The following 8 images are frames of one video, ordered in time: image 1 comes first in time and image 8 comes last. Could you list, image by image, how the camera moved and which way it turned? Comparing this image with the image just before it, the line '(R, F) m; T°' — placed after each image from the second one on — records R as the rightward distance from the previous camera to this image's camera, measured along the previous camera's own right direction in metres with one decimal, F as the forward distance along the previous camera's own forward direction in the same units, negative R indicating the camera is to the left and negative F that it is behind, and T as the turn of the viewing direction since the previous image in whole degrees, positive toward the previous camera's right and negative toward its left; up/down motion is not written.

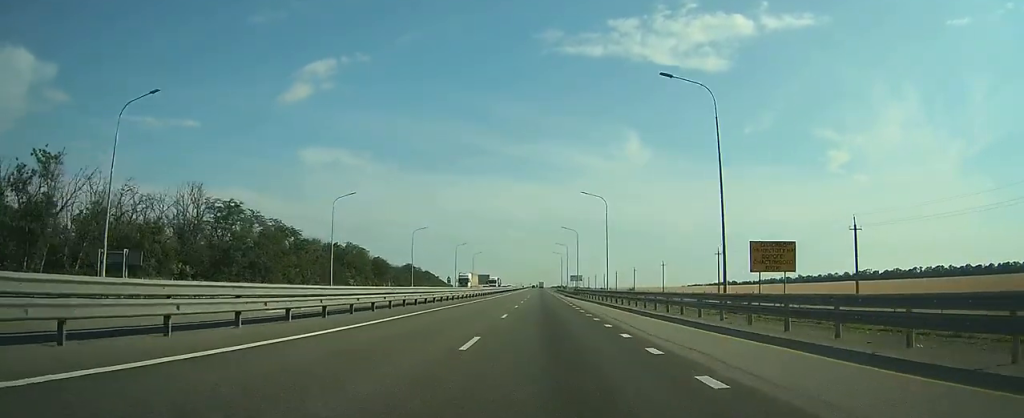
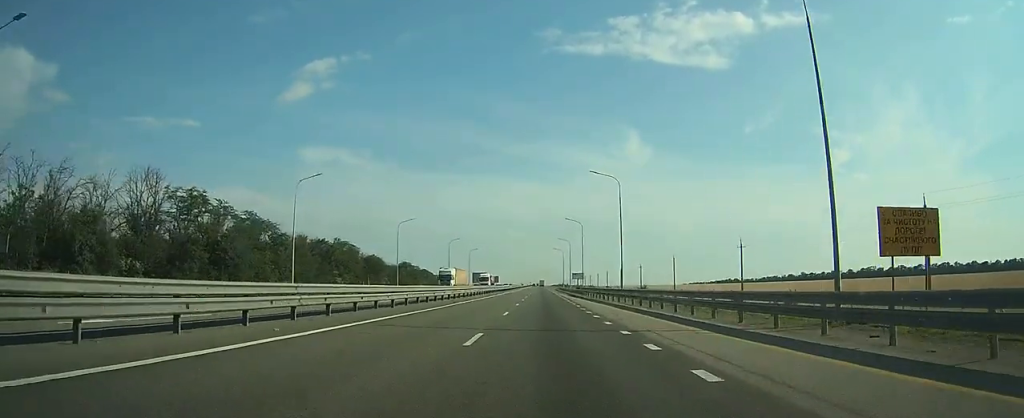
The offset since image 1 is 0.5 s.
(0.0, +11.7) m; 0°
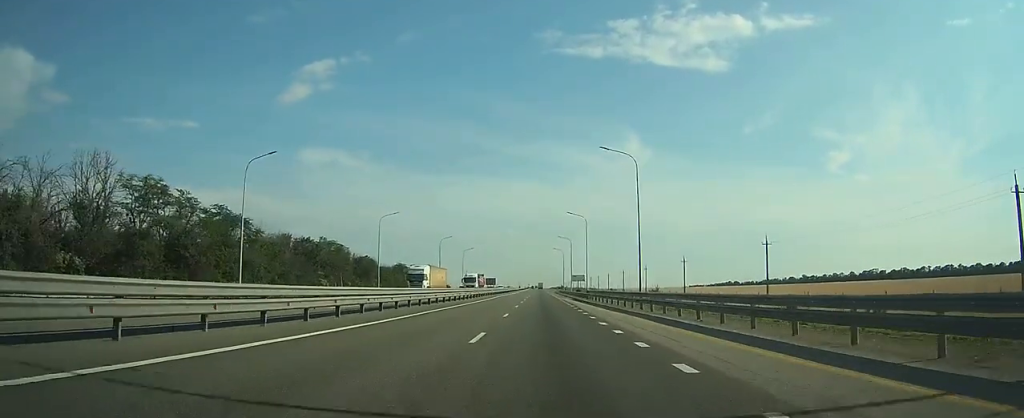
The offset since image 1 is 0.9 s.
(0.0, +10.9) m; 0°
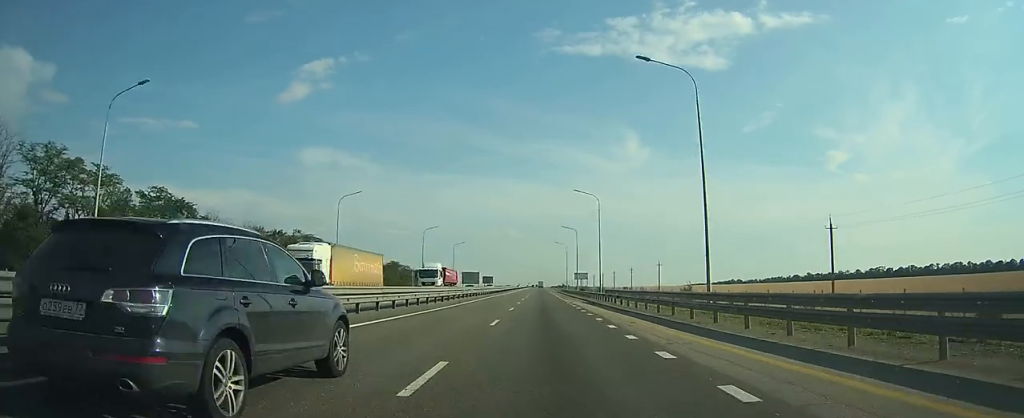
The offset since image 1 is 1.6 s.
(0.0, +18.6) m; 0°
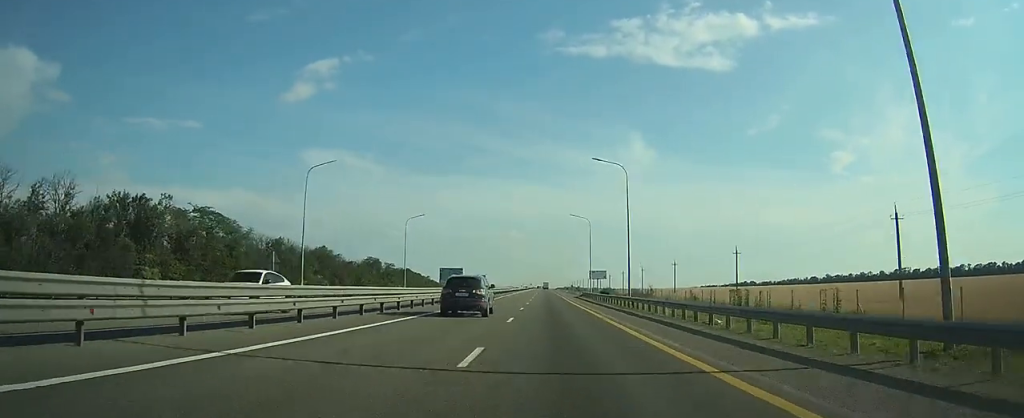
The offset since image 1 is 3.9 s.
(-0.1, +57.7) m; 0°
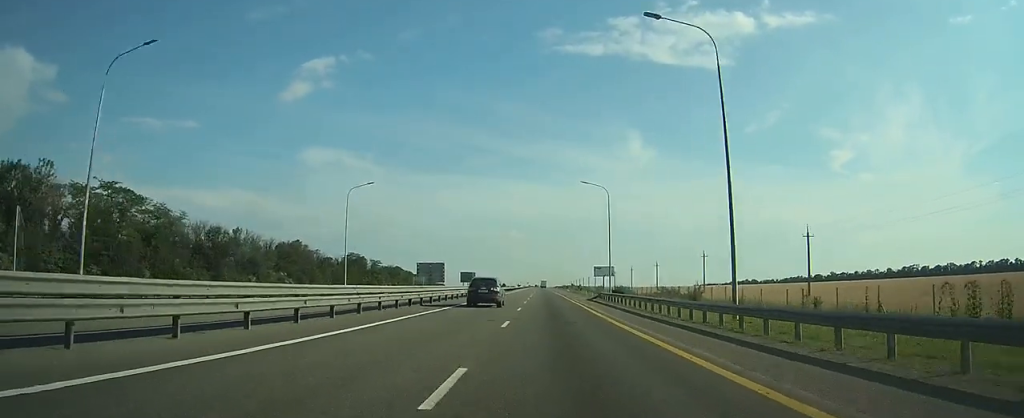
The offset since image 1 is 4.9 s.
(0.0, +27.3) m; 0°
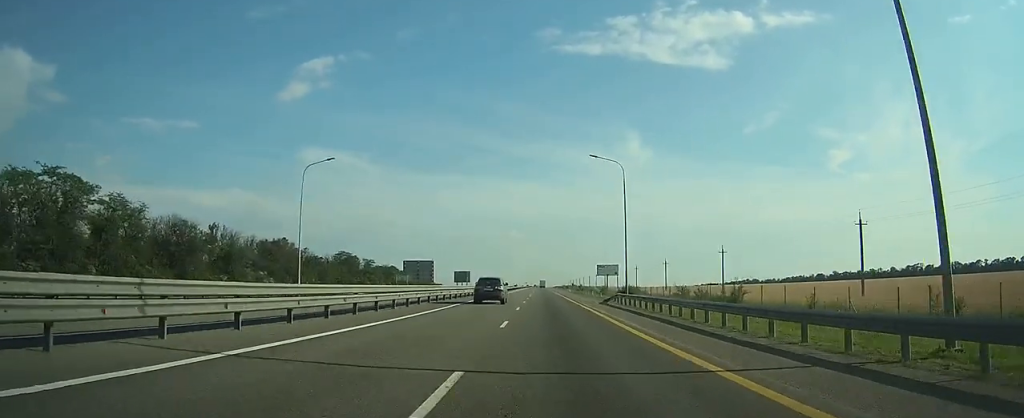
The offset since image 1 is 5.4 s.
(0.0, +12.4) m; 0°
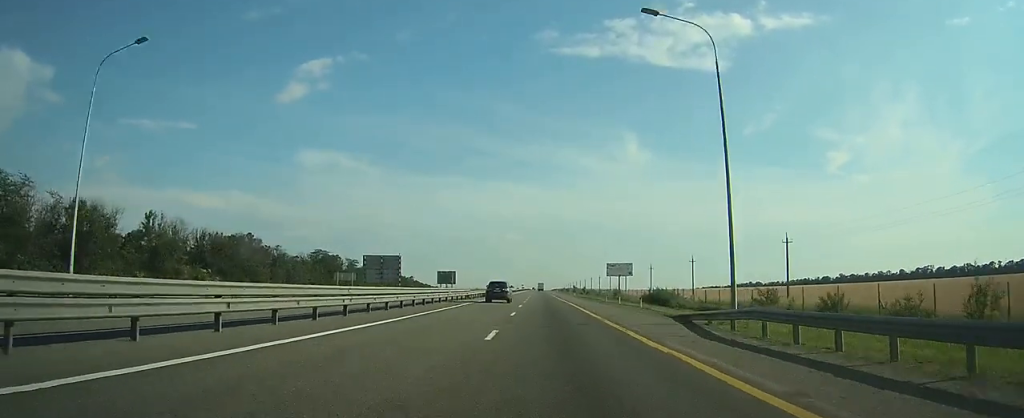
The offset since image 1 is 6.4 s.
(0.0, +27.8) m; 0°
